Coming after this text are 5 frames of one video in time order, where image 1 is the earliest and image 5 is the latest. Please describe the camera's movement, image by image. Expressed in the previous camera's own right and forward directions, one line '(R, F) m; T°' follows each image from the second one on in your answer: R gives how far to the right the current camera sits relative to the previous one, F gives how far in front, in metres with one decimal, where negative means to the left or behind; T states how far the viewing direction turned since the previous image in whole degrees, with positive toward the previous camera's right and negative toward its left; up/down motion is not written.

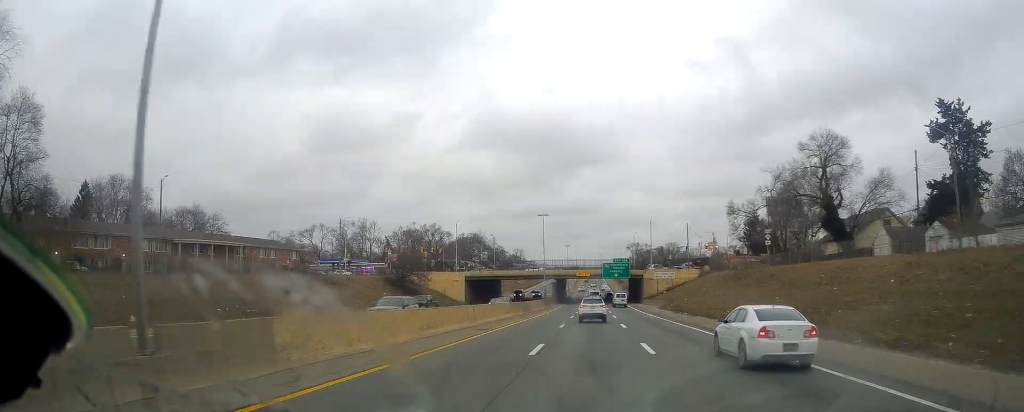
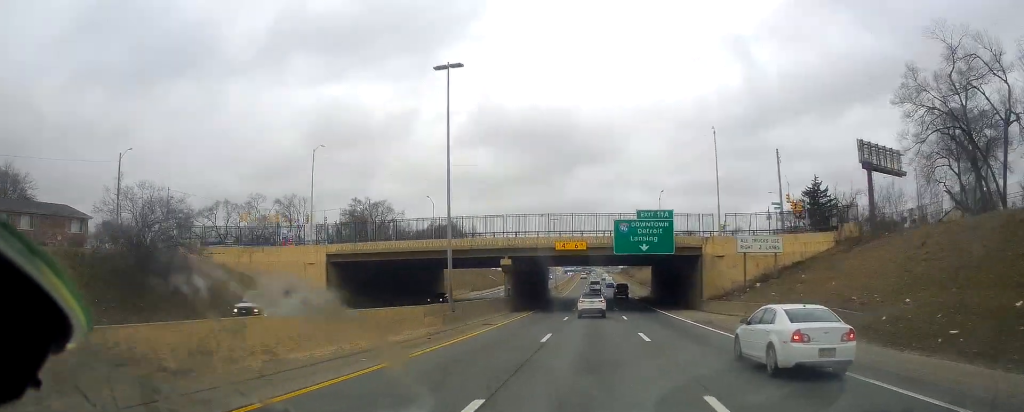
(-1.4, +57.7) m; -1°
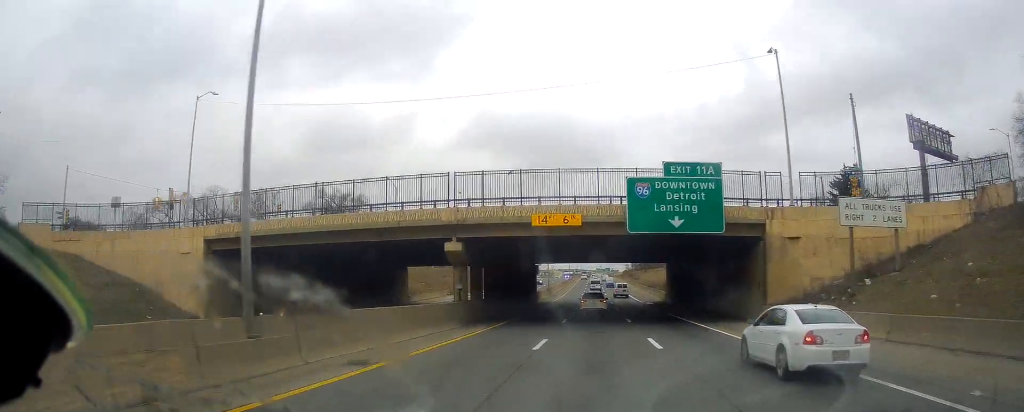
(+0.1, +18.3) m; +1°
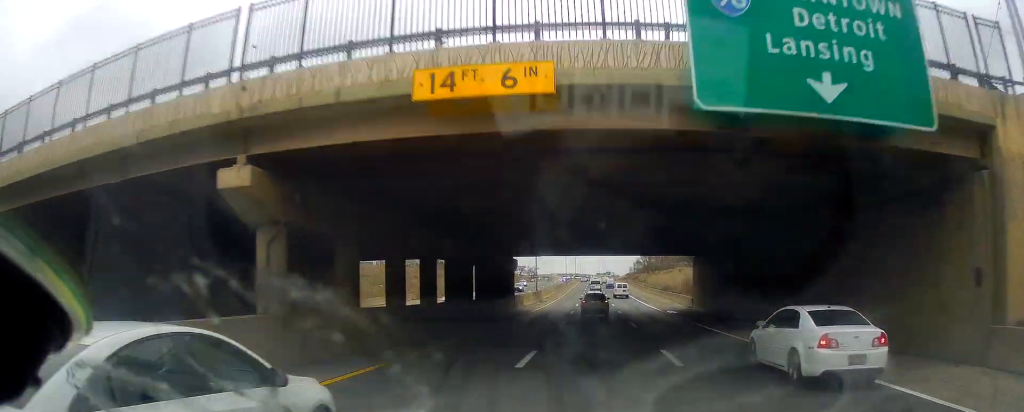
(+0.2, +19.3) m; +1°
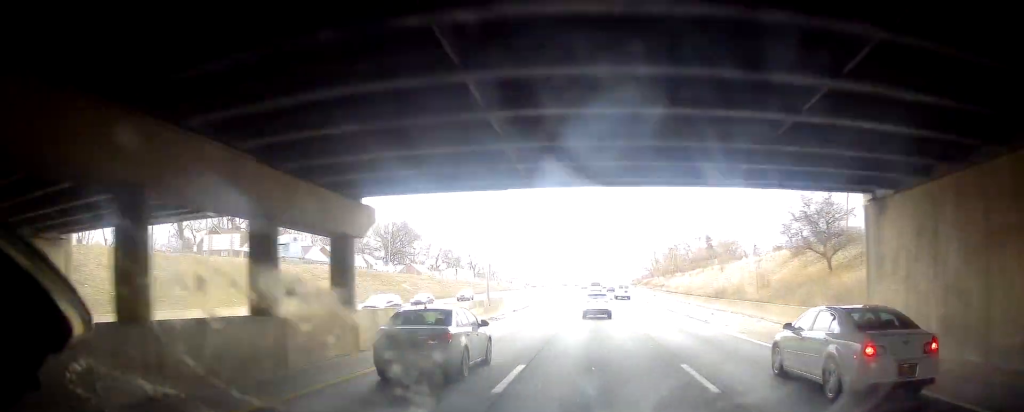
(+0.2, +34.0) m; -2°
